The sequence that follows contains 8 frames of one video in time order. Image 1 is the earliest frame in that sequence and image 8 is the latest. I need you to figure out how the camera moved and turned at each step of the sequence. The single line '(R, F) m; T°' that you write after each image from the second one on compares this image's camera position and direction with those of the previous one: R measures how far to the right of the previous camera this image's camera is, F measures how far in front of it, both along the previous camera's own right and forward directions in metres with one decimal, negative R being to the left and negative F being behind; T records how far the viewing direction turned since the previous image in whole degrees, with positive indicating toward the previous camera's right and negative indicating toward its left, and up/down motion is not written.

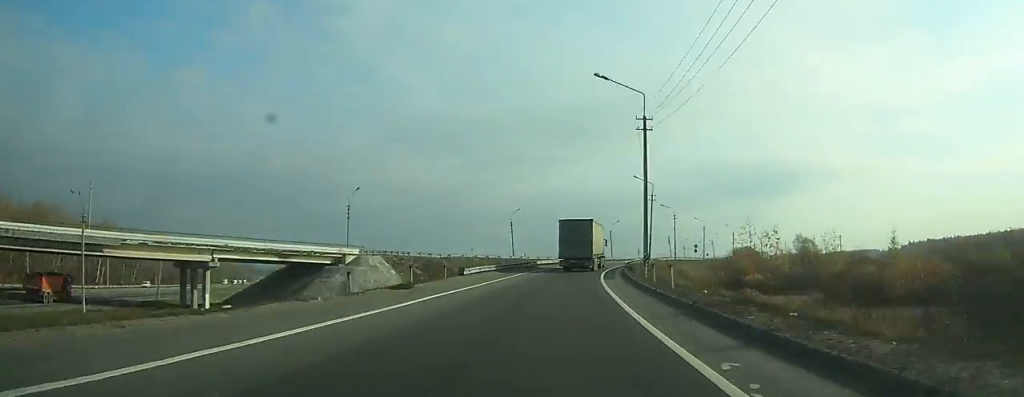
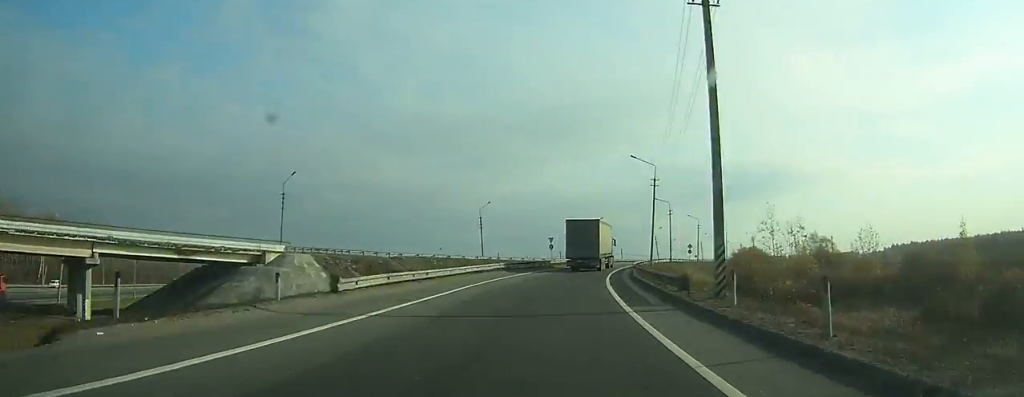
(+0.5, +15.8) m; +3°
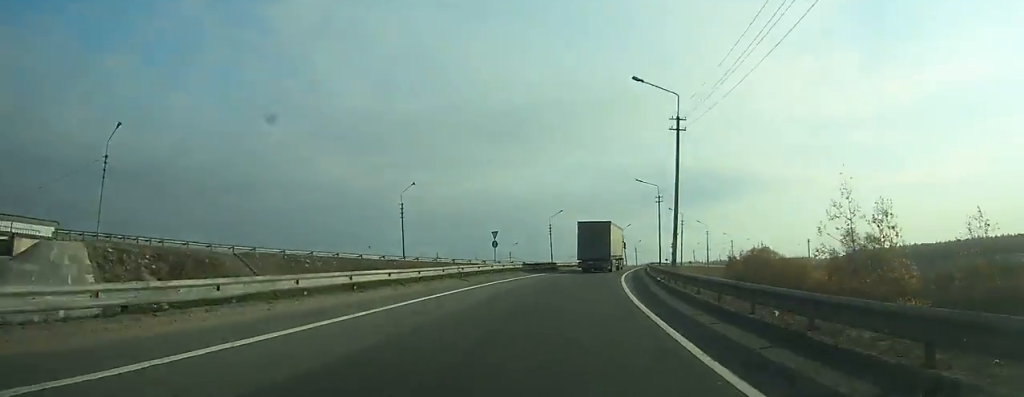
(+1.0, +26.7) m; +5°
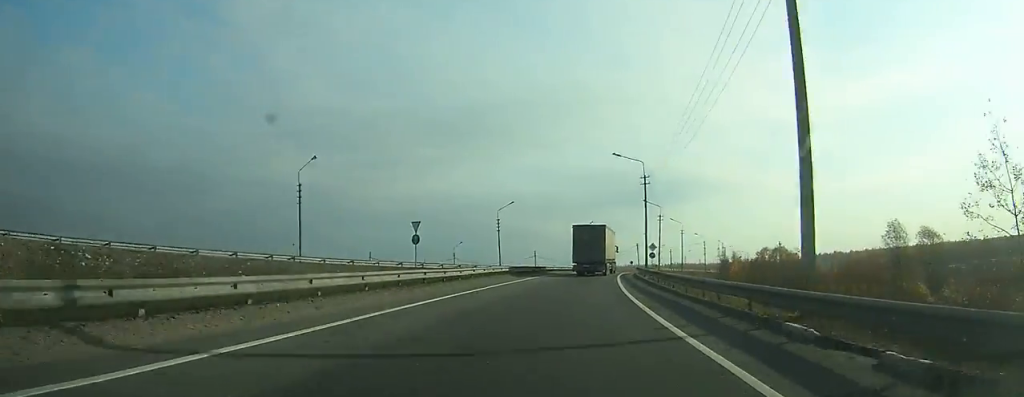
(+0.4, +20.5) m; +4°
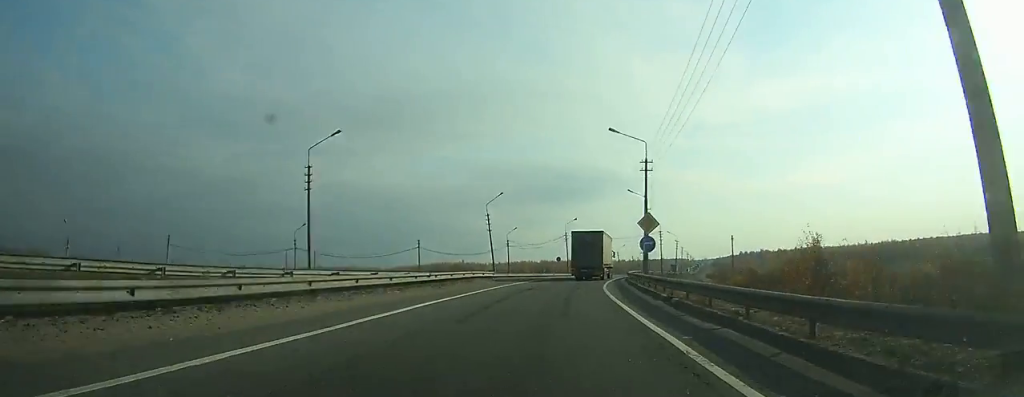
(+4.1, +50.7) m; +10°
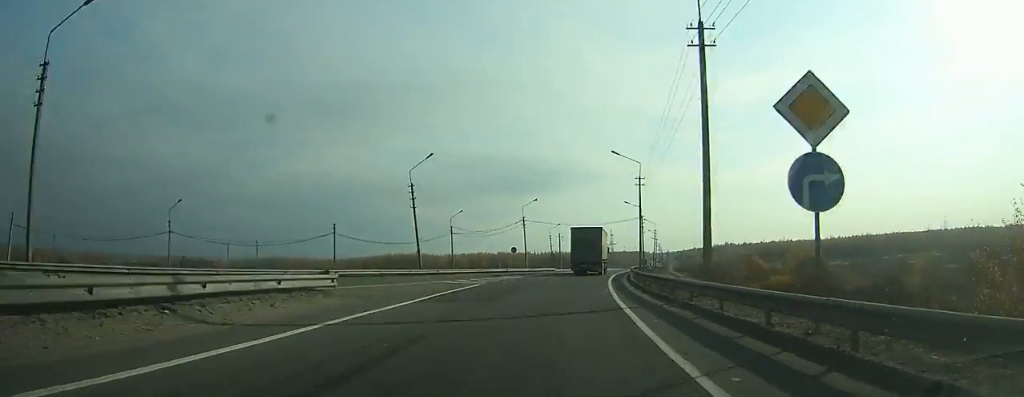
(+1.9, +25.9) m; +4°
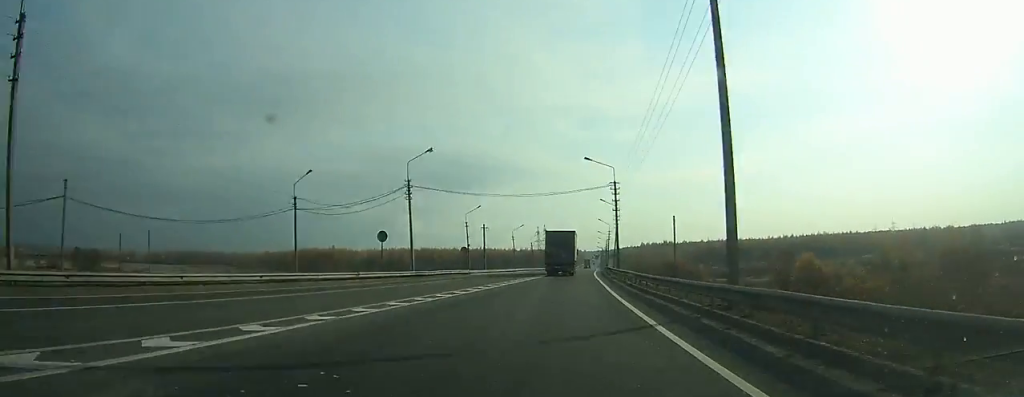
(+2.1, +41.7) m; +5°
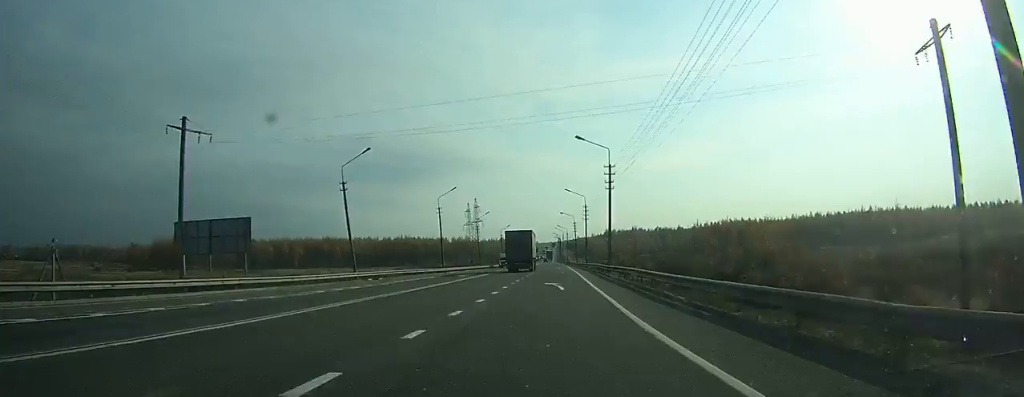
(+10.8, +129.0) m; +6°
